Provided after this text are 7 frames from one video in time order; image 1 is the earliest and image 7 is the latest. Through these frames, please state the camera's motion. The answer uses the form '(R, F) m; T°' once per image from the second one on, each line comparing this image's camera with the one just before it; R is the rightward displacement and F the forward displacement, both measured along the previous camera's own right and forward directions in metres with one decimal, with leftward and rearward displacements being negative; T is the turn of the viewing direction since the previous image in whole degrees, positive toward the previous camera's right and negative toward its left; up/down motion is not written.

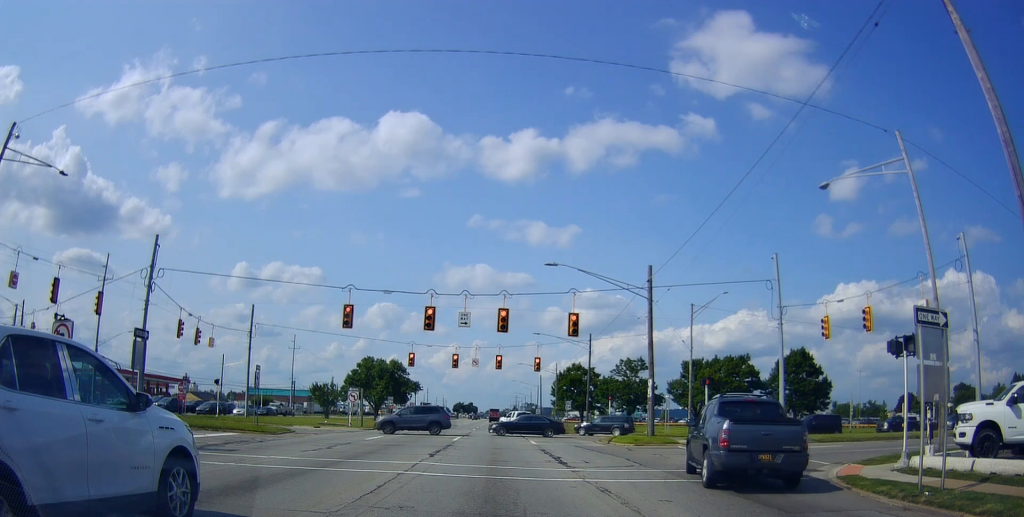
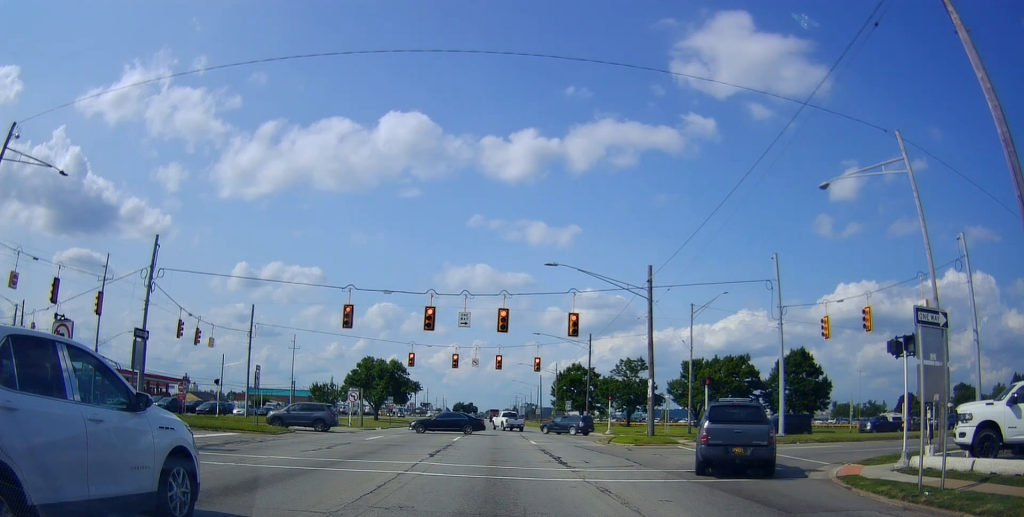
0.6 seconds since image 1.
(0.0, 0.0) m; 0°
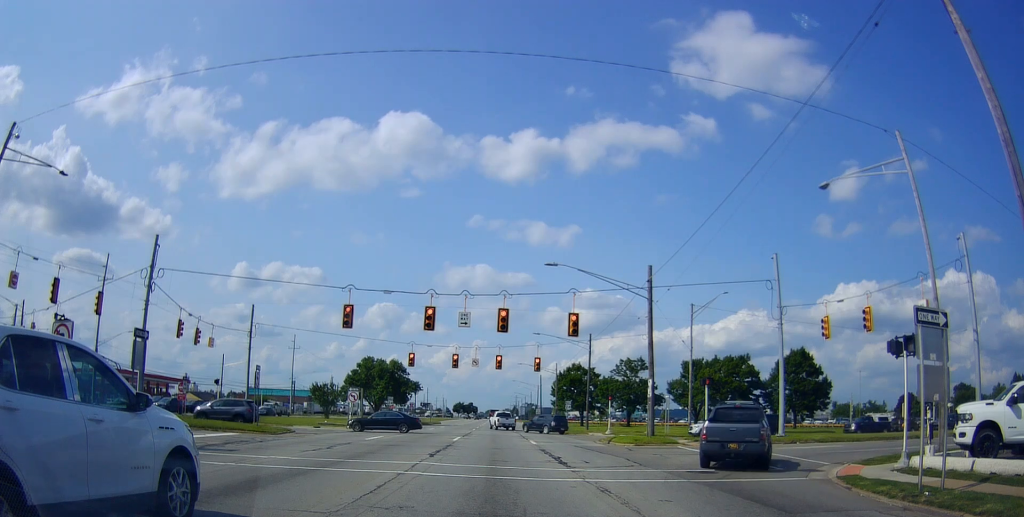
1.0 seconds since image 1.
(0.0, 0.0) m; 0°
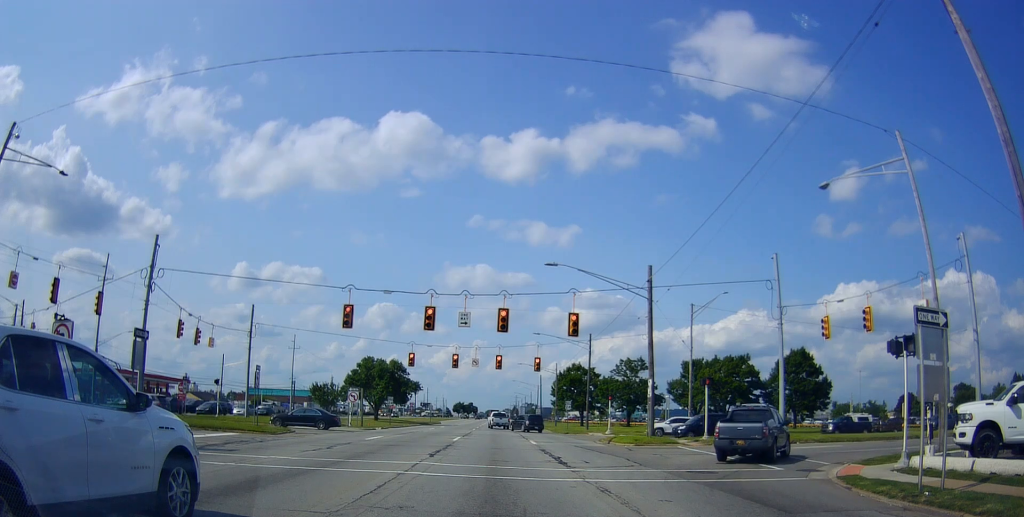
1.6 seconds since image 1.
(0.0, 0.0) m; 0°
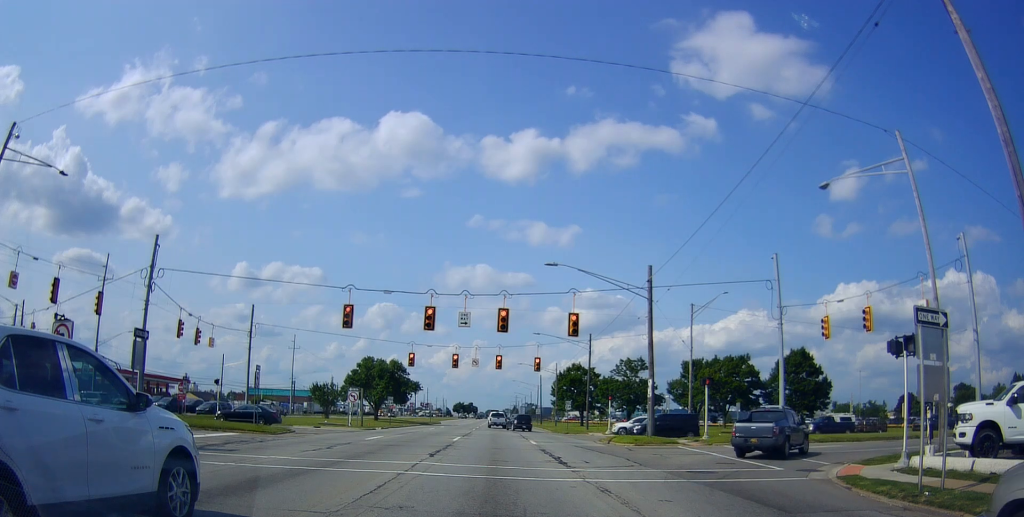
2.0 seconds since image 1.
(0.0, 0.0) m; 0°
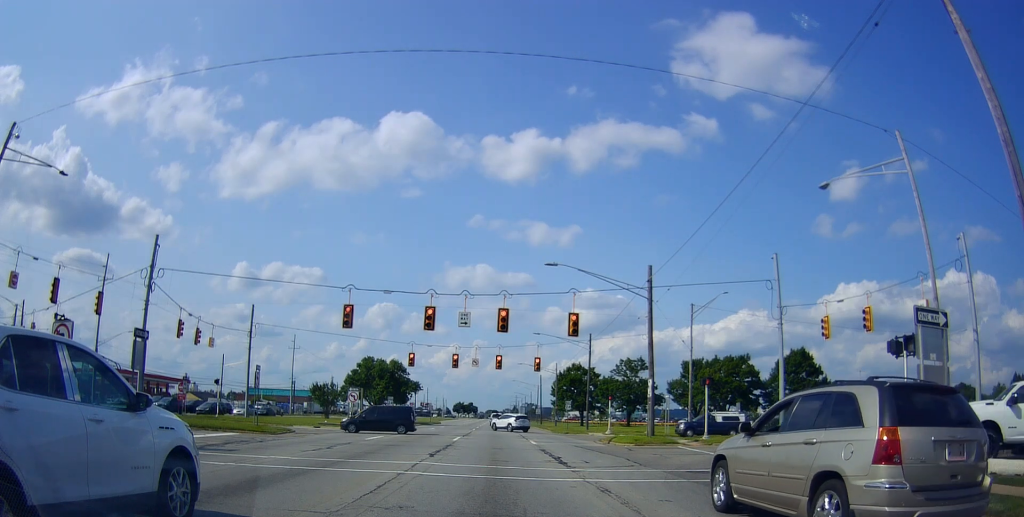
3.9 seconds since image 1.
(0.0, 0.0) m; 0°
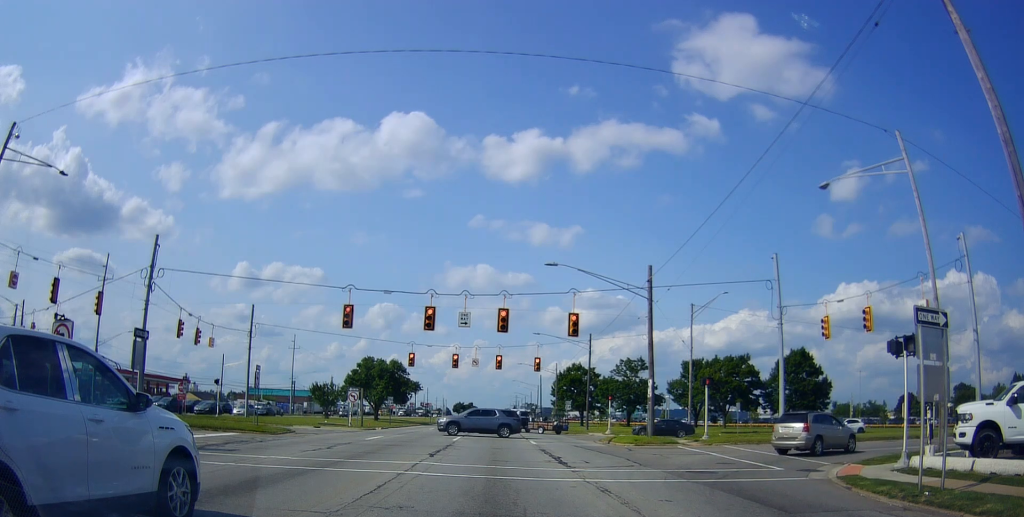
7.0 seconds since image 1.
(0.0, 0.0) m; 0°
